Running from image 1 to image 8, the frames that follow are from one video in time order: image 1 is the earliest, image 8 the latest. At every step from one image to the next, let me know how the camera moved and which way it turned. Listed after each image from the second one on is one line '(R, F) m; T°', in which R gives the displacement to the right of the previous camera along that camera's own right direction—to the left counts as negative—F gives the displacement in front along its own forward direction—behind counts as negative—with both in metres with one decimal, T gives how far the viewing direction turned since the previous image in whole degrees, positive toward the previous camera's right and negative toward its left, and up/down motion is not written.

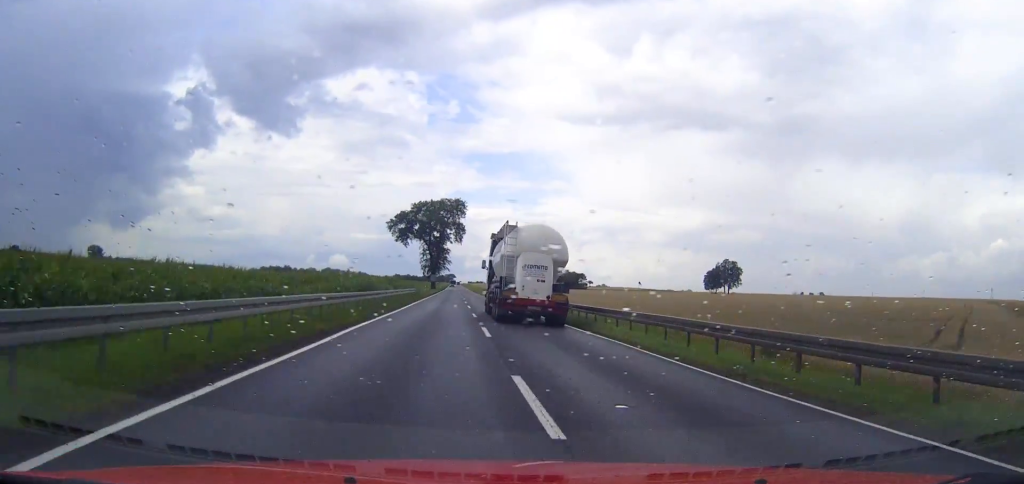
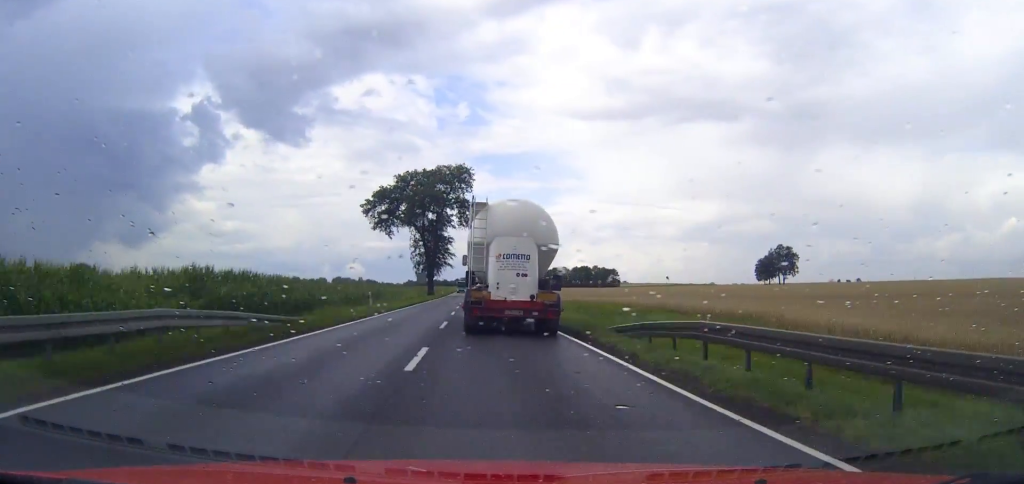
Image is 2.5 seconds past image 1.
(-0.1, +54.4) m; -1°
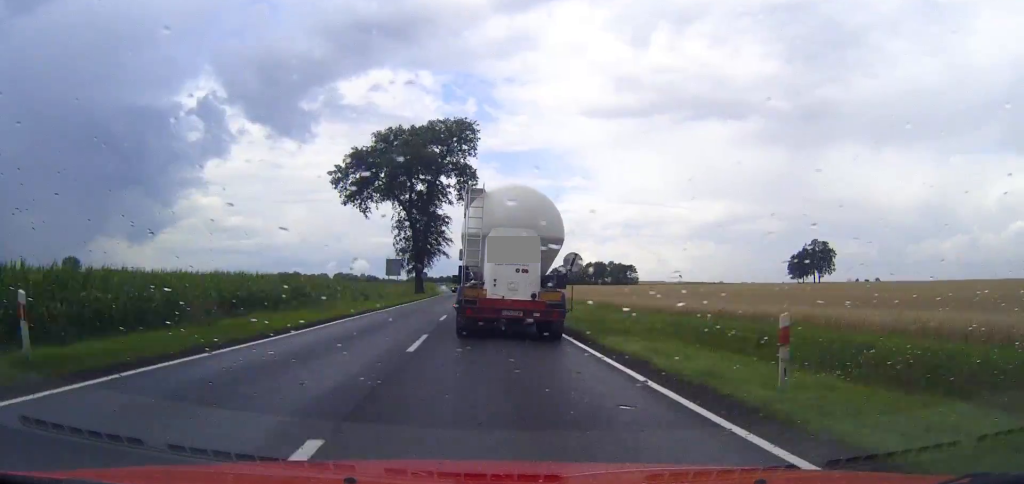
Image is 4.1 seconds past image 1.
(-0.2, +33.6) m; 0°
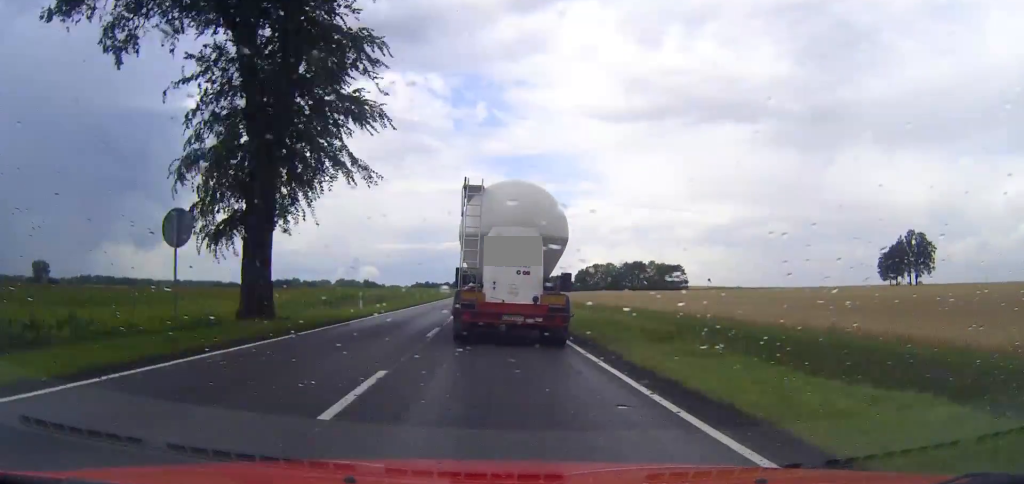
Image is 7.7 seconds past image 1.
(-0.3, +73.7) m; 0°
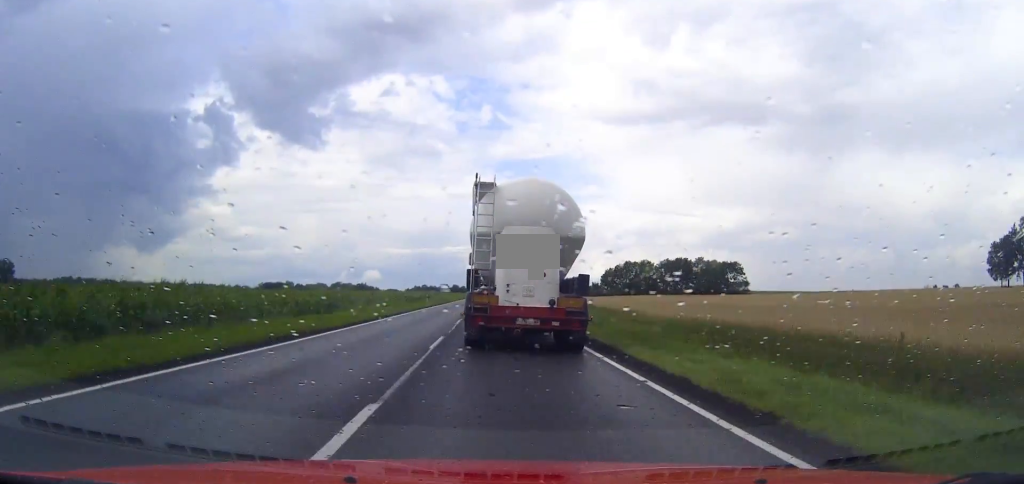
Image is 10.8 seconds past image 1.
(-0.2, +62.7) m; 0°
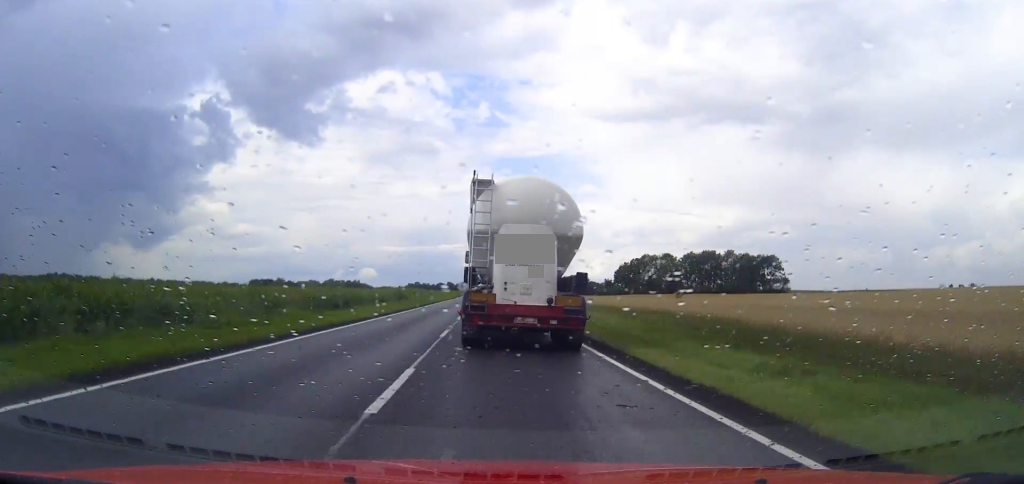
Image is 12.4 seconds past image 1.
(+0.1, +32.3) m; 0°
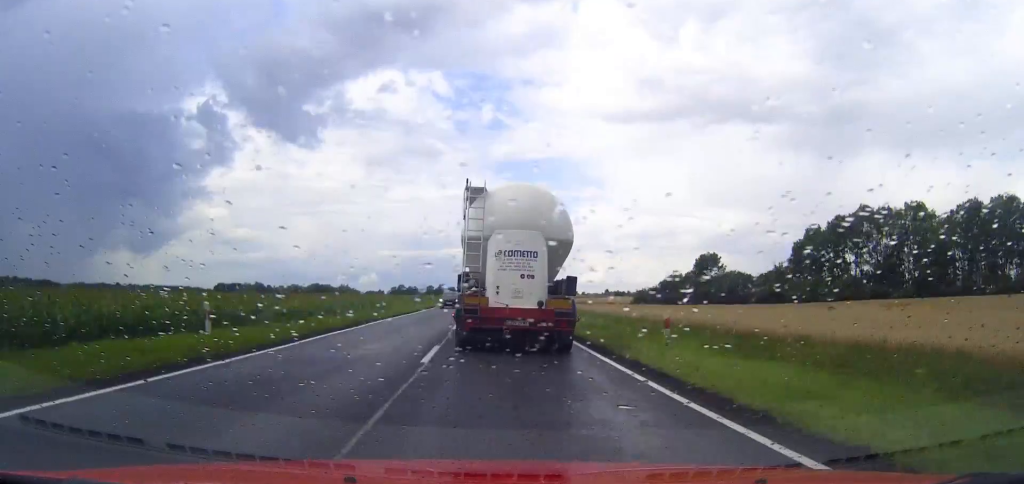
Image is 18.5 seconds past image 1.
(+0.4, +122.2) m; 0°
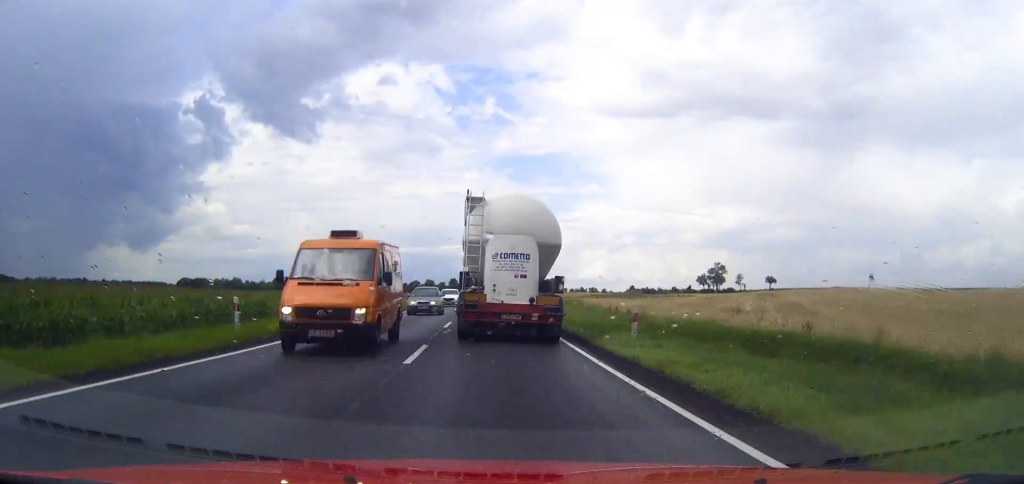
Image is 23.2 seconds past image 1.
(+0.1, +89.6) m; 0°
